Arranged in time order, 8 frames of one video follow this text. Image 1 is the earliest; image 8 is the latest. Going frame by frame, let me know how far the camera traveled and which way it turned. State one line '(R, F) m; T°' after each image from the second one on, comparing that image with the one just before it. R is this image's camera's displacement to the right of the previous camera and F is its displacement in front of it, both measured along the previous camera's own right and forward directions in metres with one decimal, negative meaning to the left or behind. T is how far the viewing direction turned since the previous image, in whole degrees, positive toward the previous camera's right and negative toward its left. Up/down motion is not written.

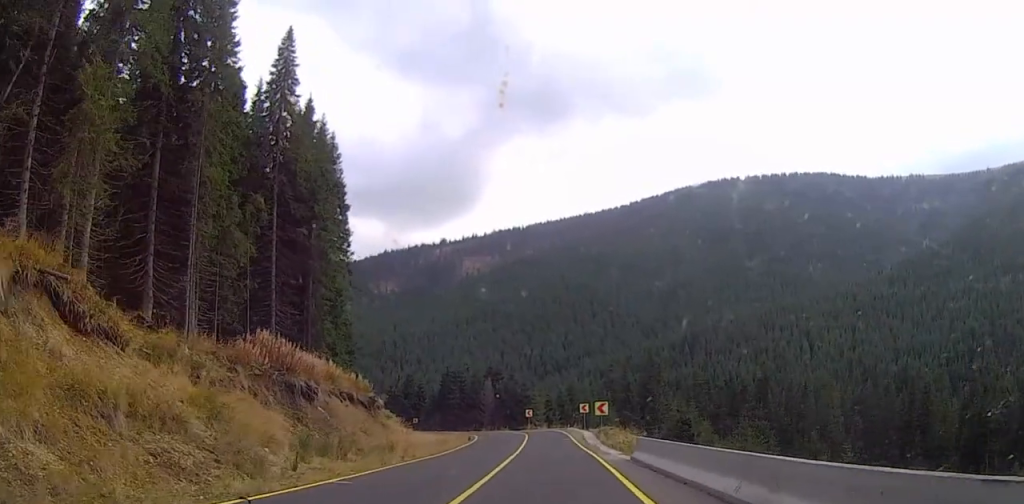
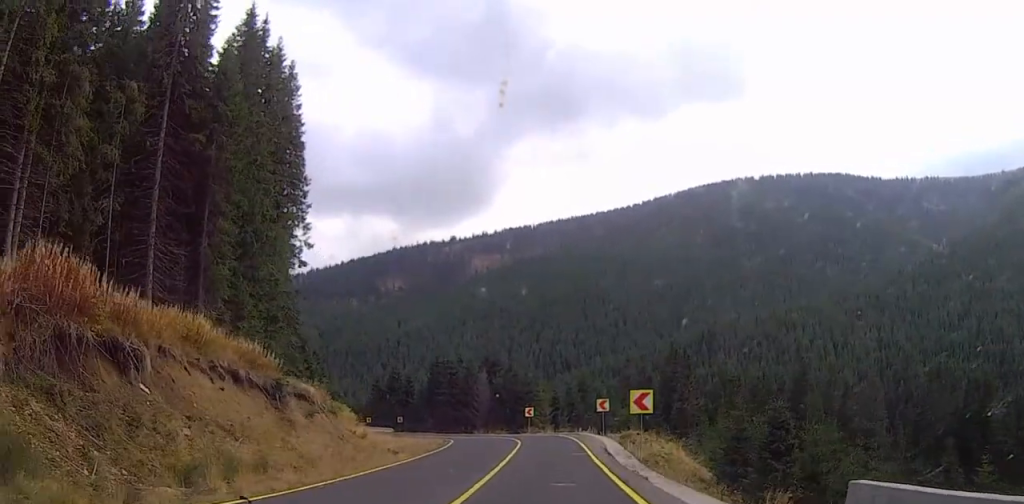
(-0.4, +21.7) m; -4°
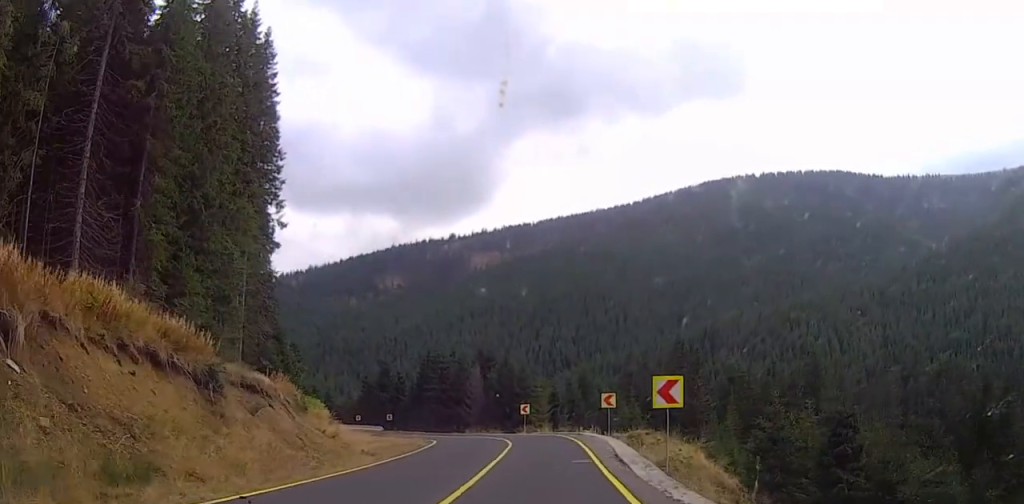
(-0.2, +7.2) m; -2°
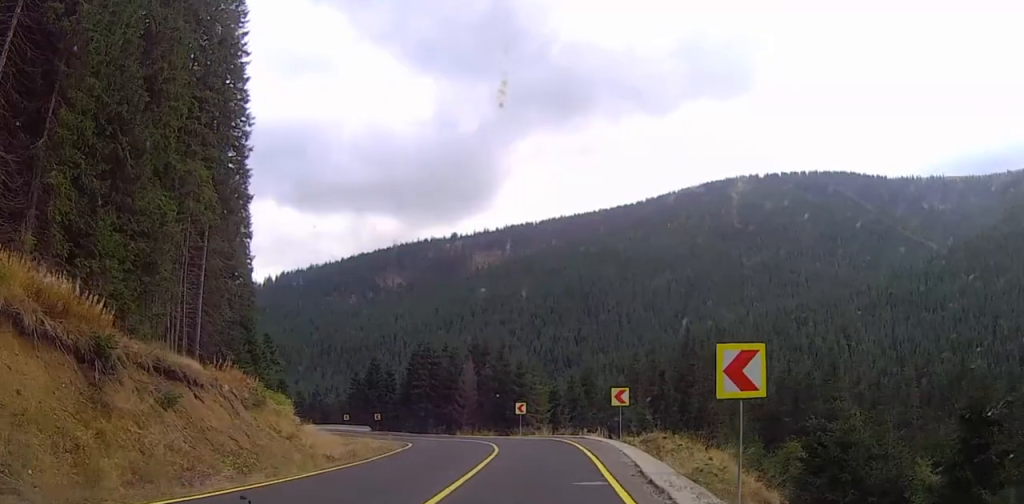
(0.0, +7.9) m; 0°
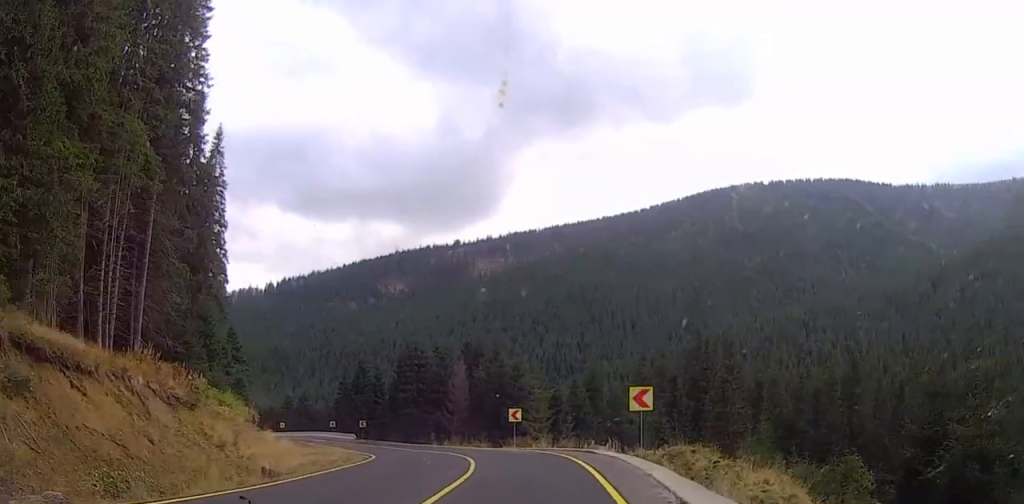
(+0.1, +8.5) m; -1°
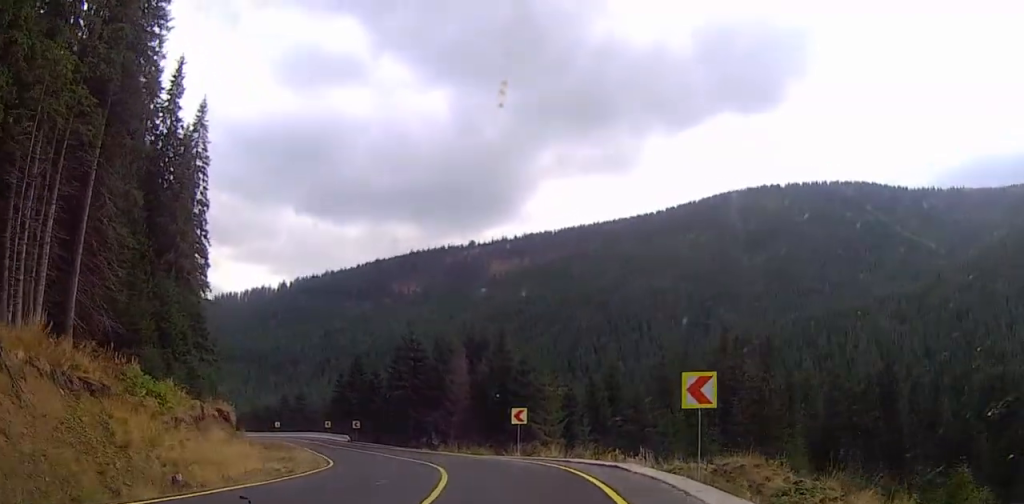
(+0.1, +8.7) m; -1°
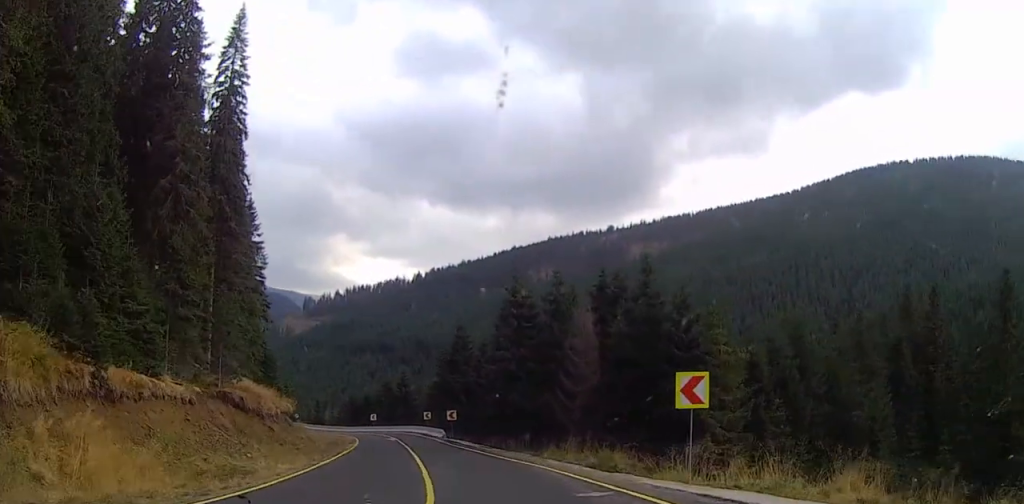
(-0.8, +20.8) m; -8°
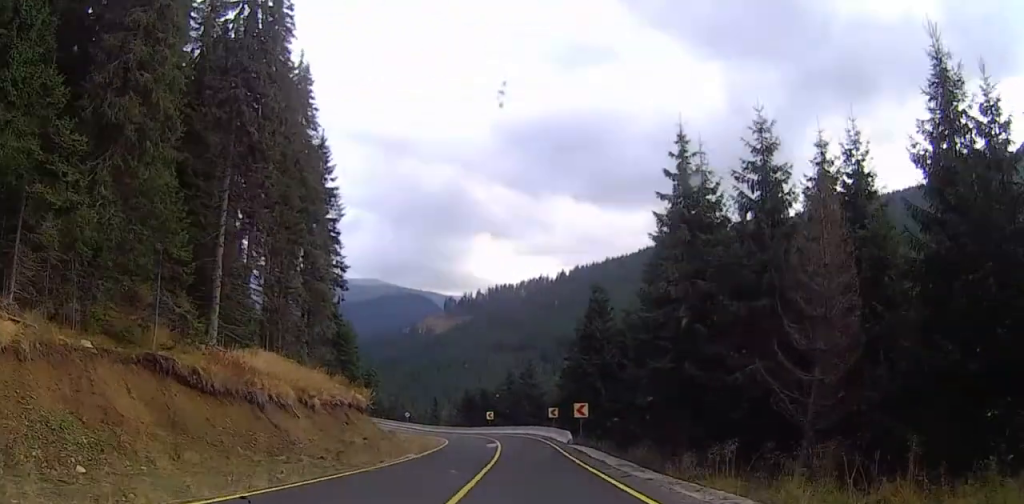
(-2.8, +20.0) m; -14°
